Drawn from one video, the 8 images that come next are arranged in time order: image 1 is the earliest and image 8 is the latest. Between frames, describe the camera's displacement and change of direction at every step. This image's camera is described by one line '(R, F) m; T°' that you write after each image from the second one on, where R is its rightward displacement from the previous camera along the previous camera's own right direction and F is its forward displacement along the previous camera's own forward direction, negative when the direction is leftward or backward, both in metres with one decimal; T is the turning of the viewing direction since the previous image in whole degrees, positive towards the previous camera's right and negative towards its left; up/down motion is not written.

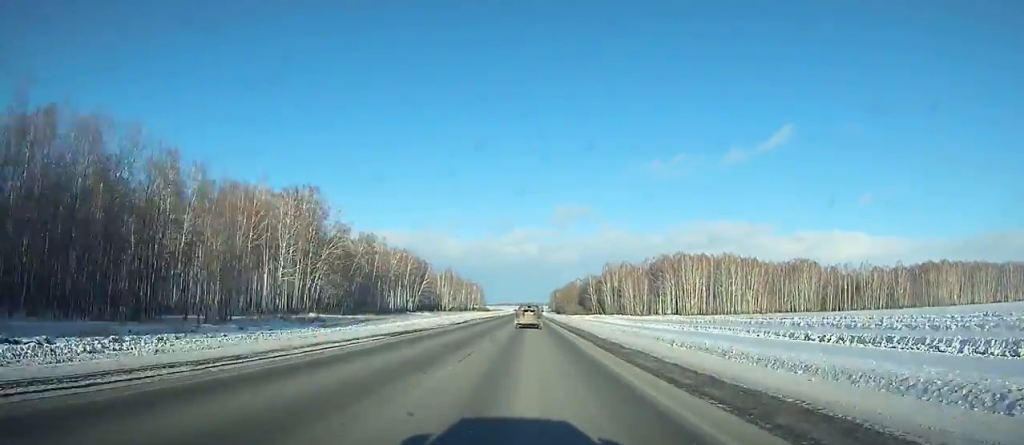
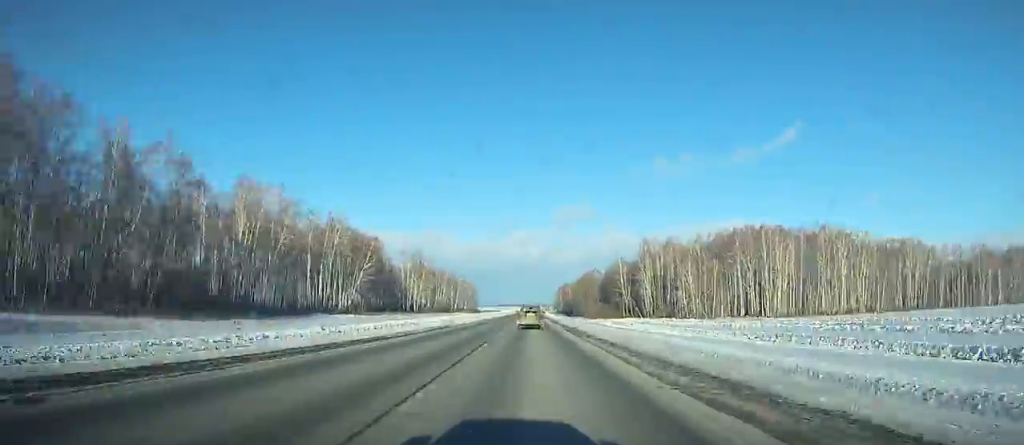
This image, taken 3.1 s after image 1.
(-0.1, +87.7) m; 0°
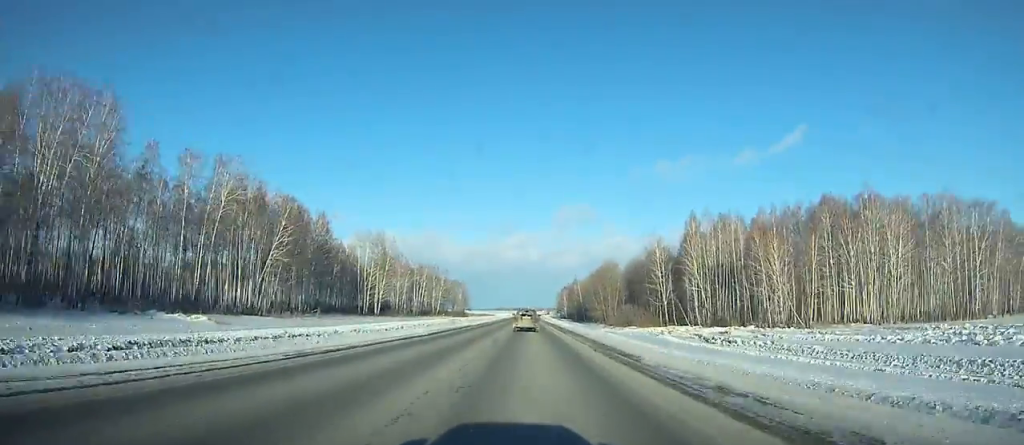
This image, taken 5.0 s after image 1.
(-0.1, +53.4) m; 0°
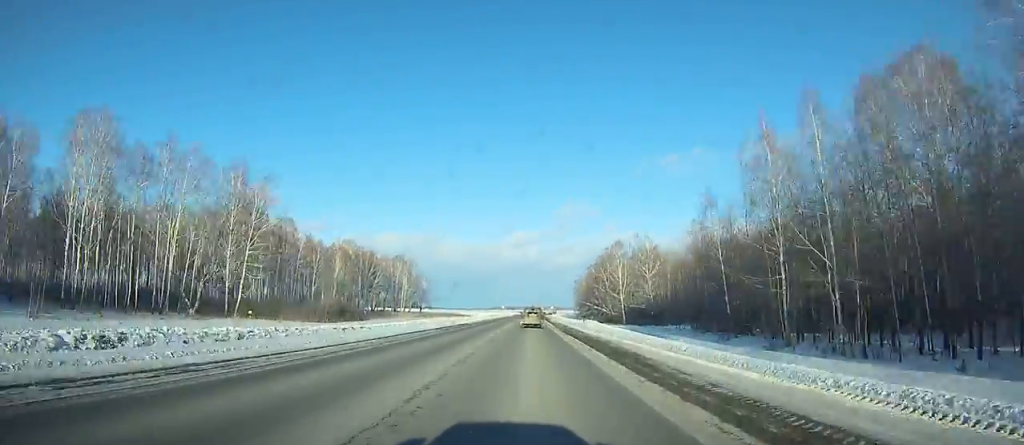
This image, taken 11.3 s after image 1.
(-0.1, +174.9) m; +1°
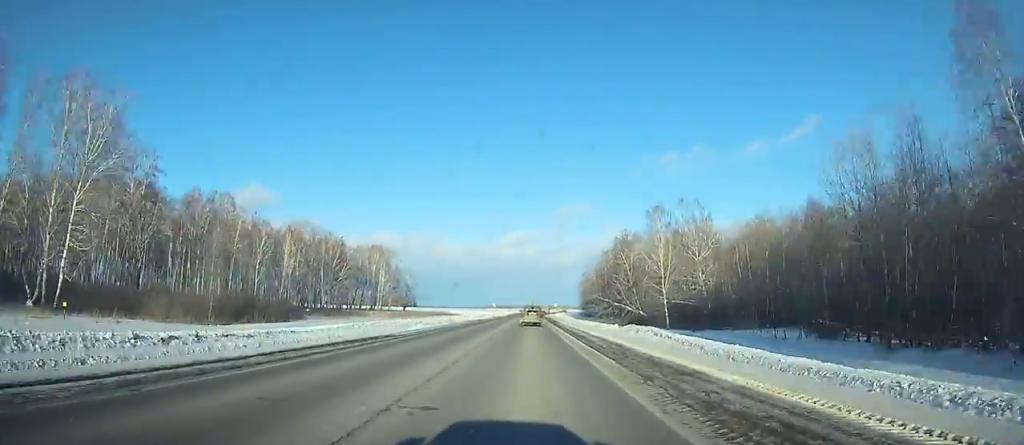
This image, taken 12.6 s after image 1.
(+0.1, +35.5) m; 0°
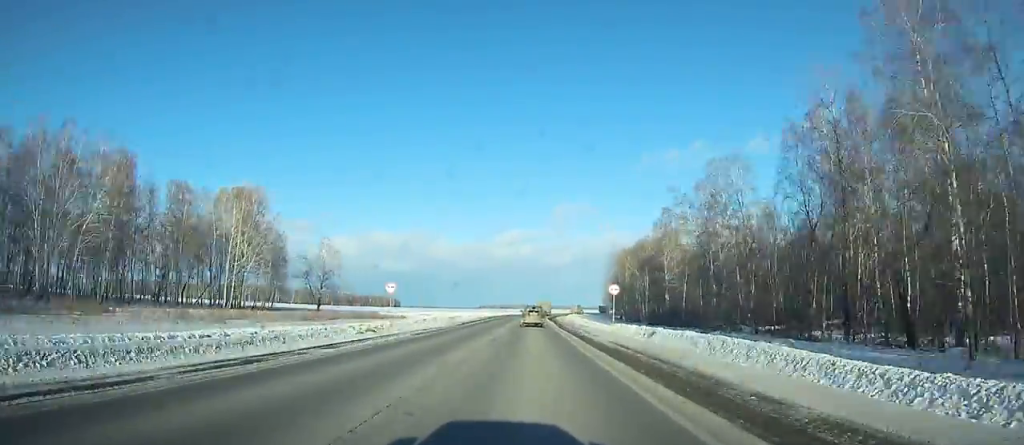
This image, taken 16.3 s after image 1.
(+0.9, +99.4) m; +1°
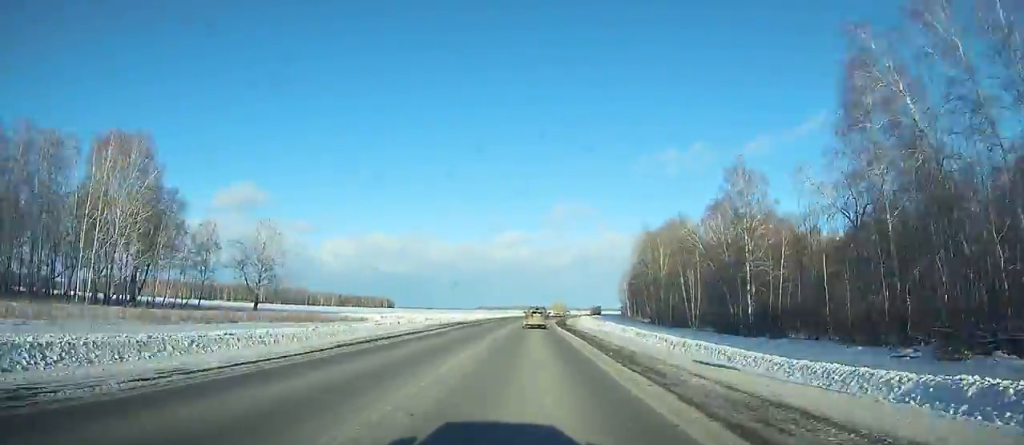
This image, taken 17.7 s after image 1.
(-0.1, +37.1) m; 0°
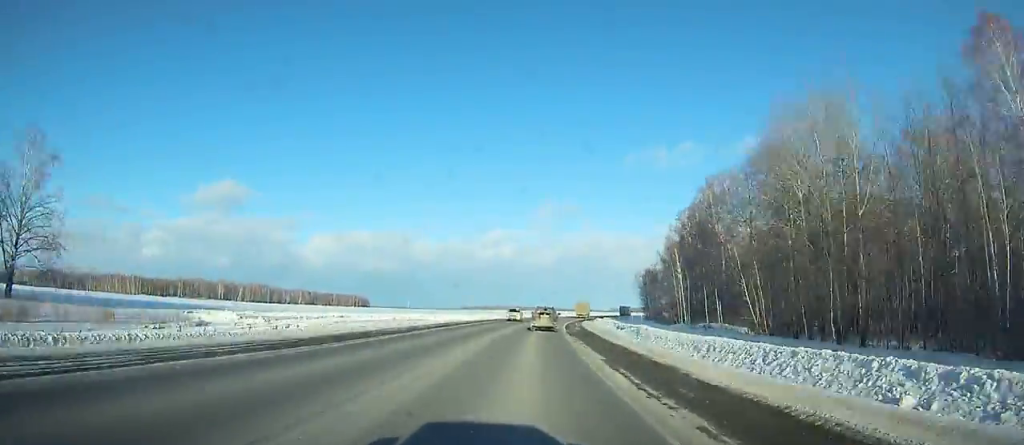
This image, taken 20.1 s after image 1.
(+0.7, +62.4) m; +2°
